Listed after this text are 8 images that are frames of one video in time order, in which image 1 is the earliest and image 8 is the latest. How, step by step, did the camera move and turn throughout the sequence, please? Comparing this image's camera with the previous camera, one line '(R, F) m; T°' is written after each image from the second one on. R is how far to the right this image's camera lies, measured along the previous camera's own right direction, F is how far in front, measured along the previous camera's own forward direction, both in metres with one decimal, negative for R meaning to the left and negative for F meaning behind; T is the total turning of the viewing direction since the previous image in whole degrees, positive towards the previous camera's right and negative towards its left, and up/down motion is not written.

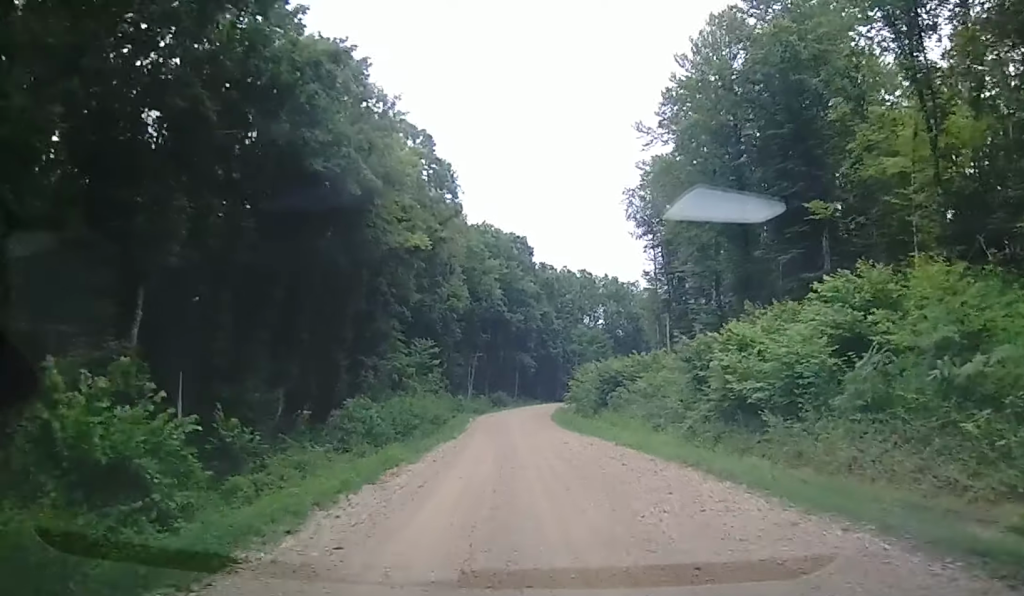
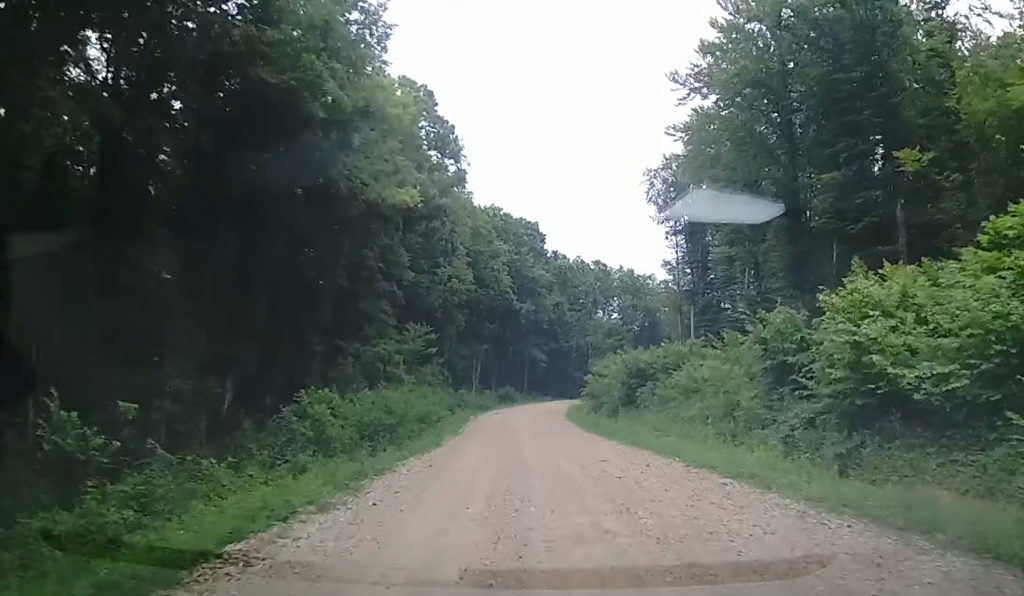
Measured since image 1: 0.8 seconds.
(+0.3, +8.3) m; 0°
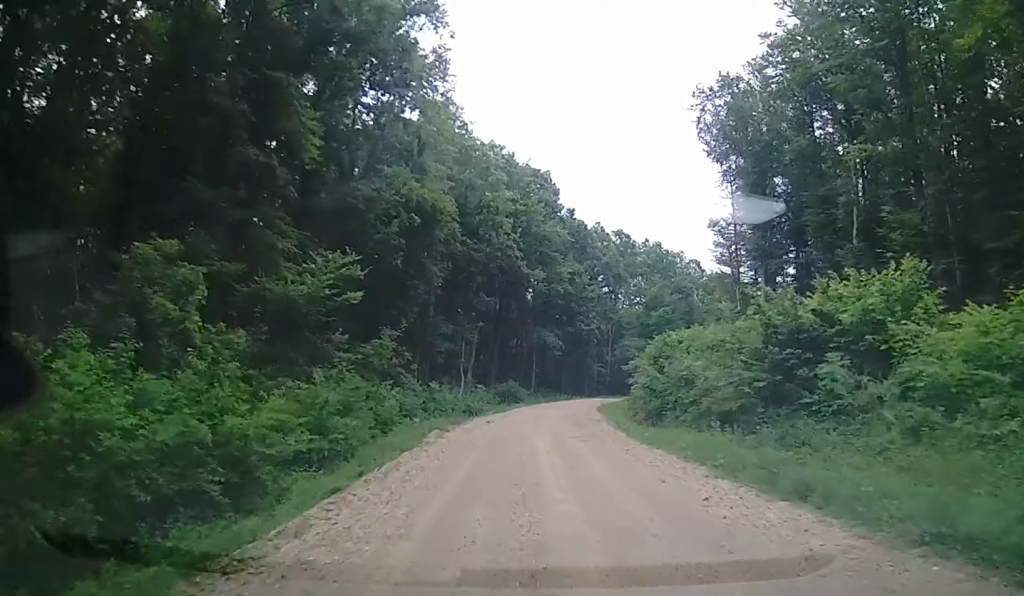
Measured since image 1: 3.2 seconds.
(-1.2, +24.0) m; -3°
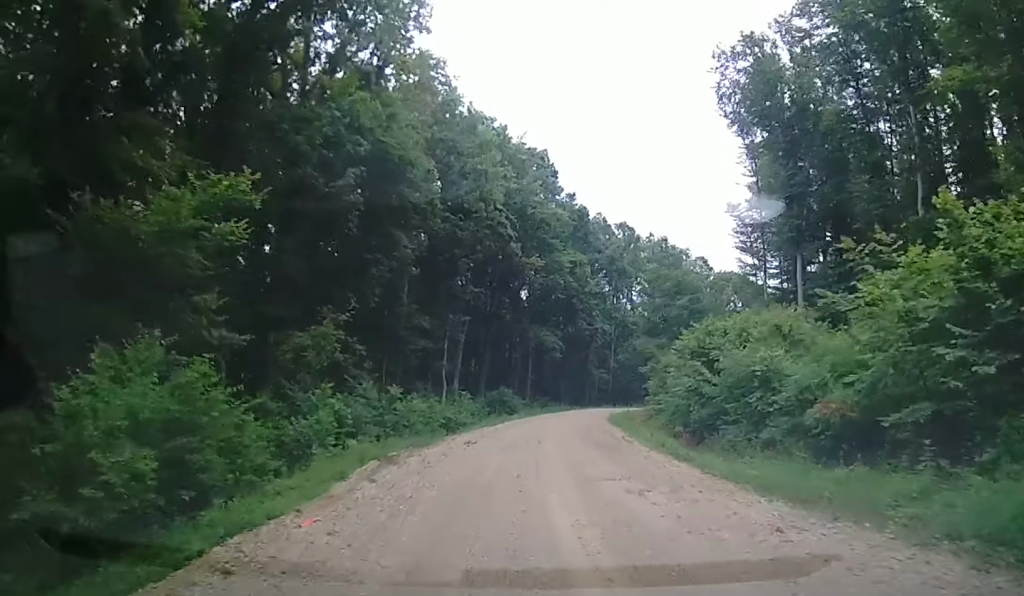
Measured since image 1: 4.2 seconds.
(0.0, +9.8) m; +1°
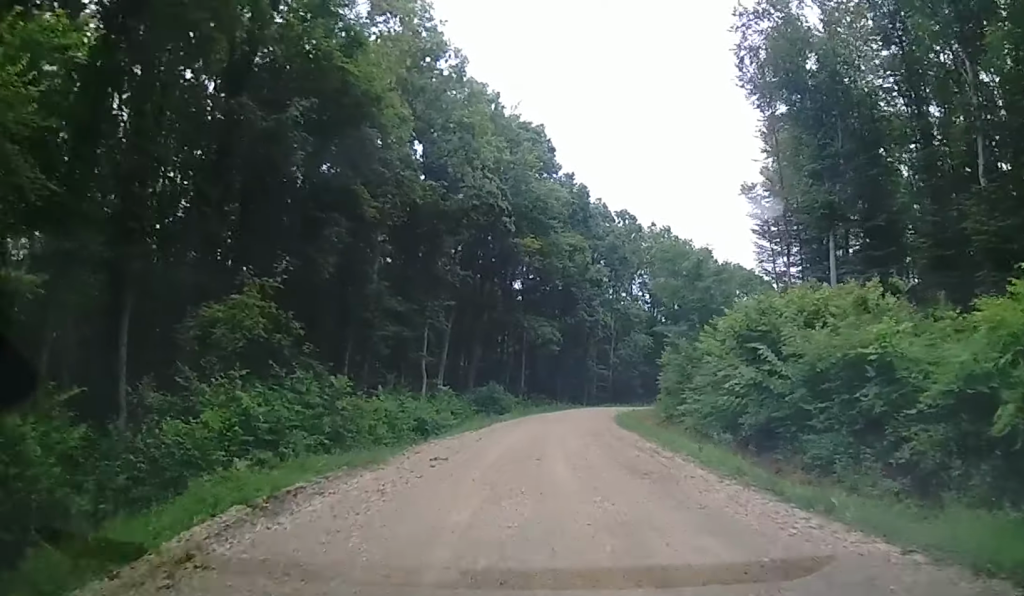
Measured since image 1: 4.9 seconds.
(+0.1, +7.1) m; +1°
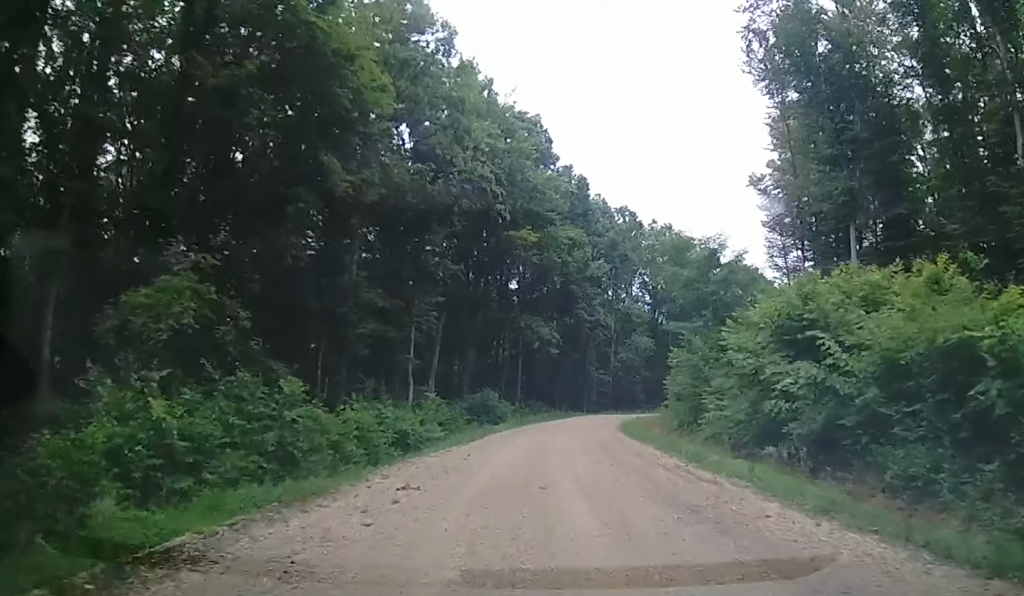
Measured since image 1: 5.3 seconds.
(+0.2, +3.7) m; 0°
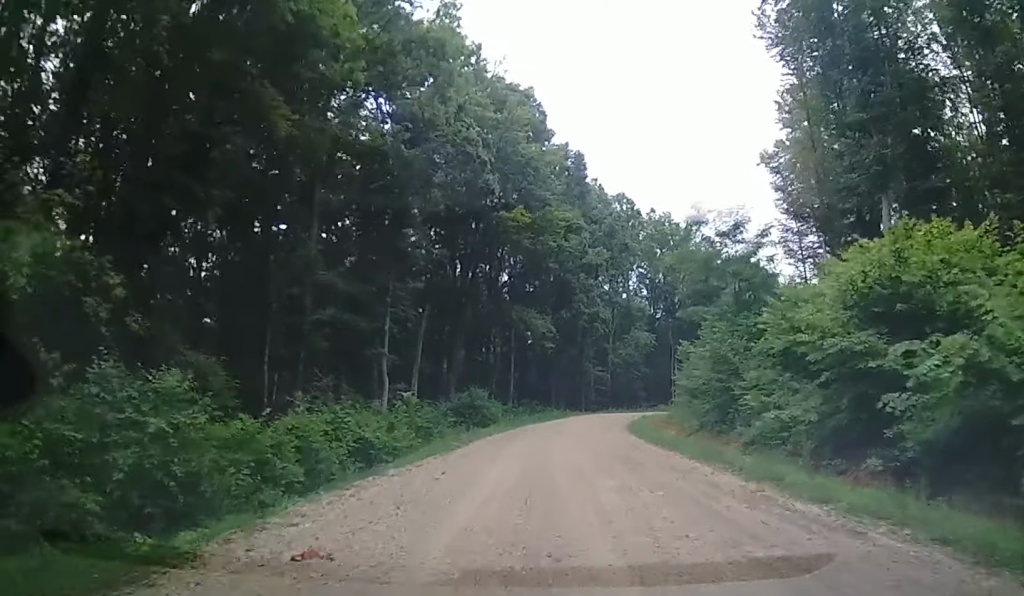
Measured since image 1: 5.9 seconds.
(+0.1, +5.2) m; 0°
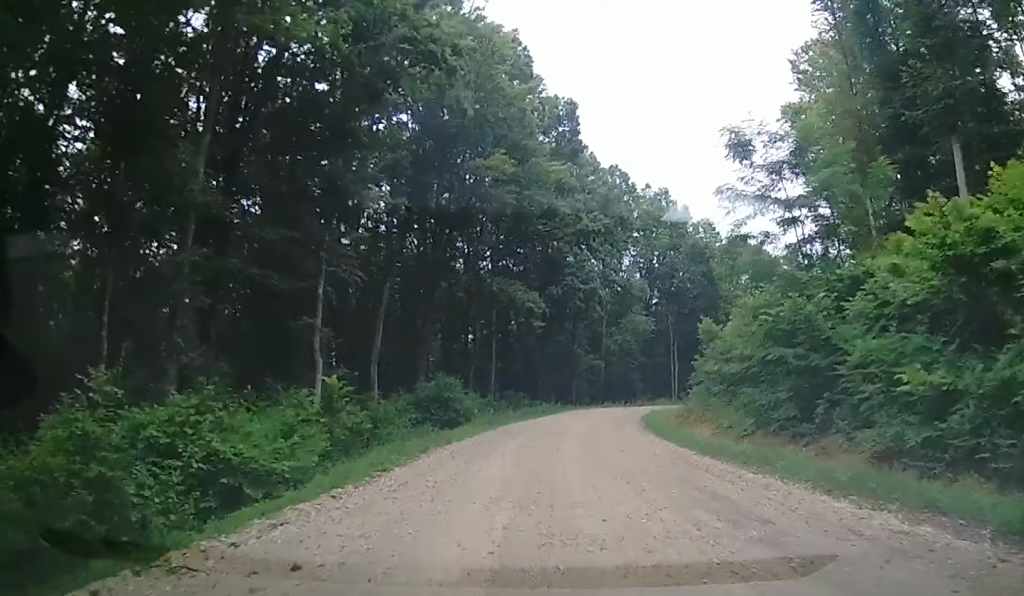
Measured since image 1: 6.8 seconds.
(-0.3, +8.7) m; 0°
